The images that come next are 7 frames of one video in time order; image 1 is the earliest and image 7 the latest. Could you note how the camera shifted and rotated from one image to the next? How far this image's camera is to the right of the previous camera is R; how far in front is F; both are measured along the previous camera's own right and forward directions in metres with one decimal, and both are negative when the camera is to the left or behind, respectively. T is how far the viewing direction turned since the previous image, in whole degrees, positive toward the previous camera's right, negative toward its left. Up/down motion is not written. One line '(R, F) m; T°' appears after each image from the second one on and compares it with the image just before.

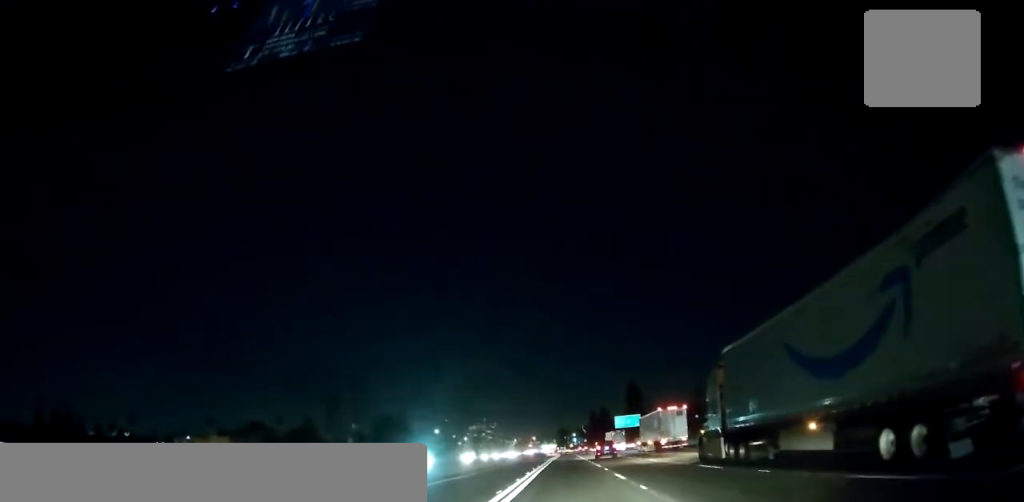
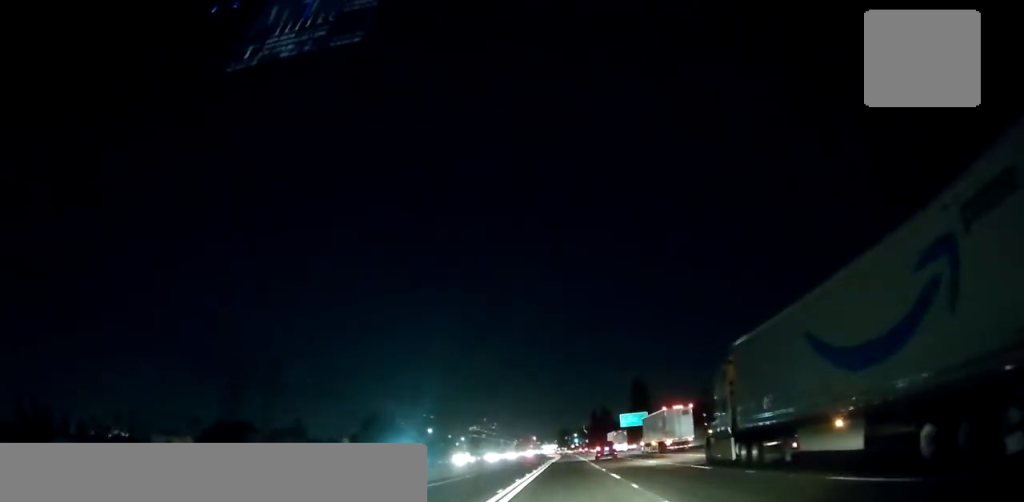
(0.0, +14.0) m; 0°
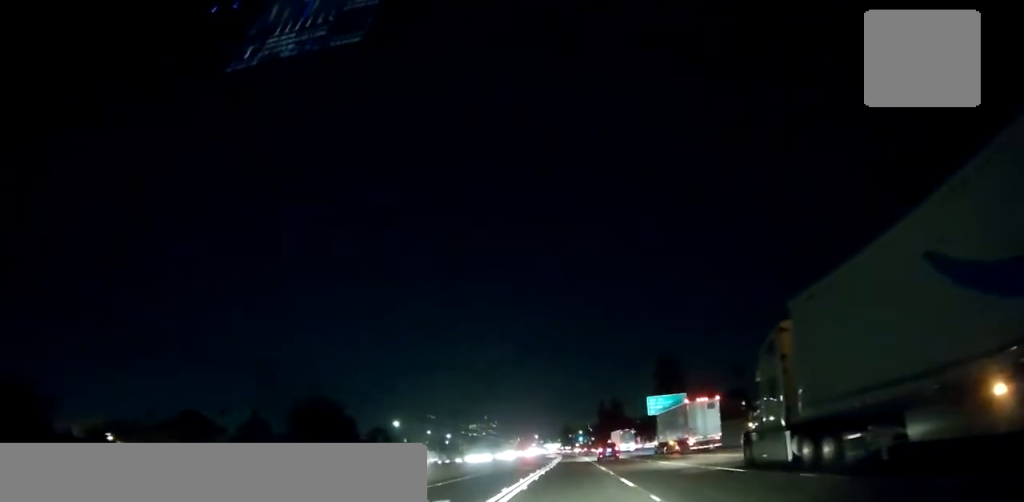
(+0.2, +47.5) m; +1°
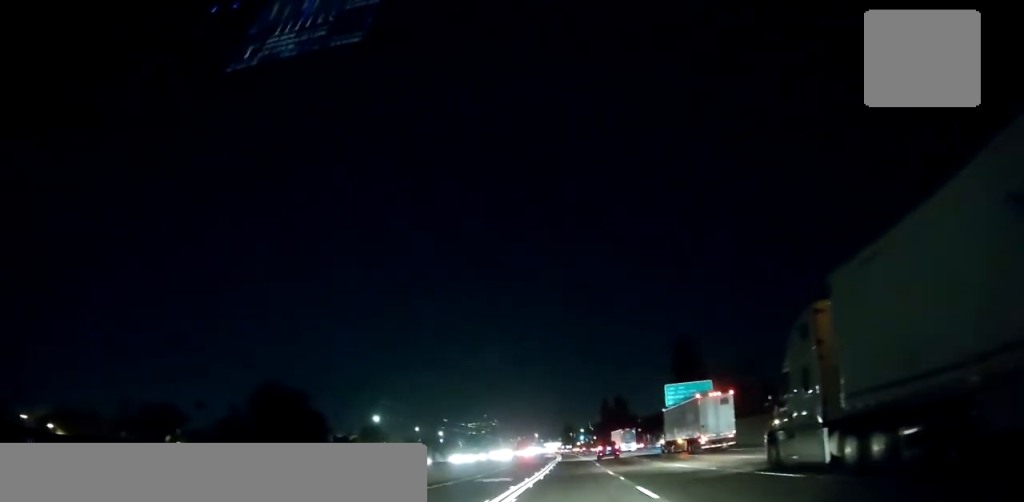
(+0.1, +19.5) m; 0°
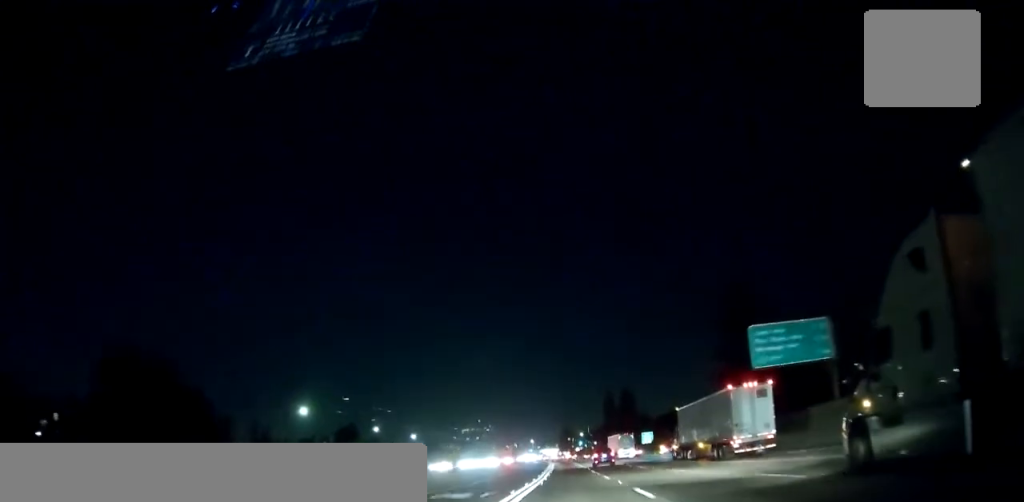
(-0.2, +42.2) m; 0°
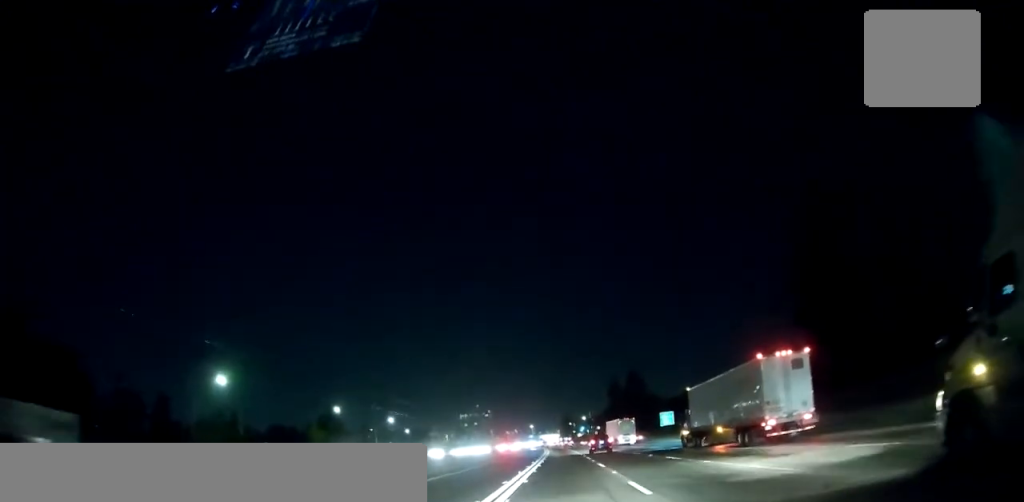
(0.0, +29.4) m; 0°
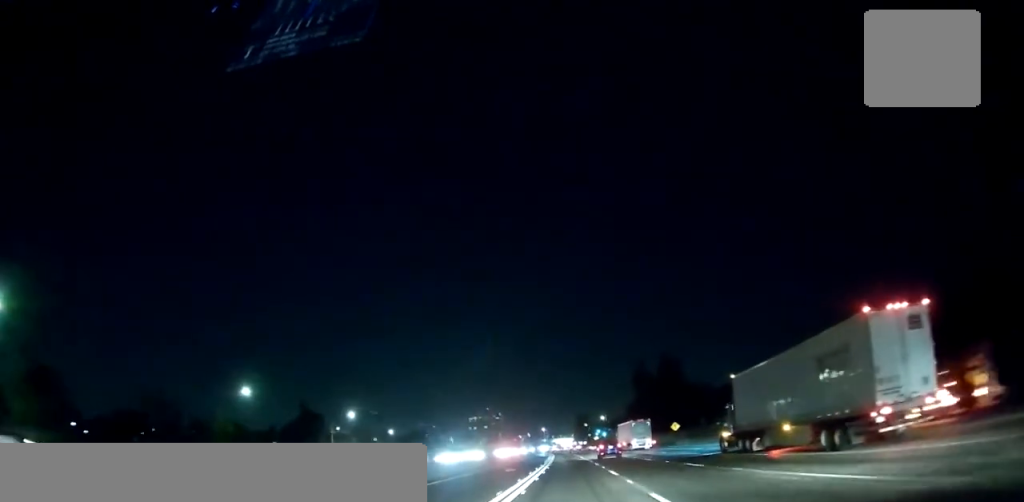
(0.0, +46.6) m; 0°
